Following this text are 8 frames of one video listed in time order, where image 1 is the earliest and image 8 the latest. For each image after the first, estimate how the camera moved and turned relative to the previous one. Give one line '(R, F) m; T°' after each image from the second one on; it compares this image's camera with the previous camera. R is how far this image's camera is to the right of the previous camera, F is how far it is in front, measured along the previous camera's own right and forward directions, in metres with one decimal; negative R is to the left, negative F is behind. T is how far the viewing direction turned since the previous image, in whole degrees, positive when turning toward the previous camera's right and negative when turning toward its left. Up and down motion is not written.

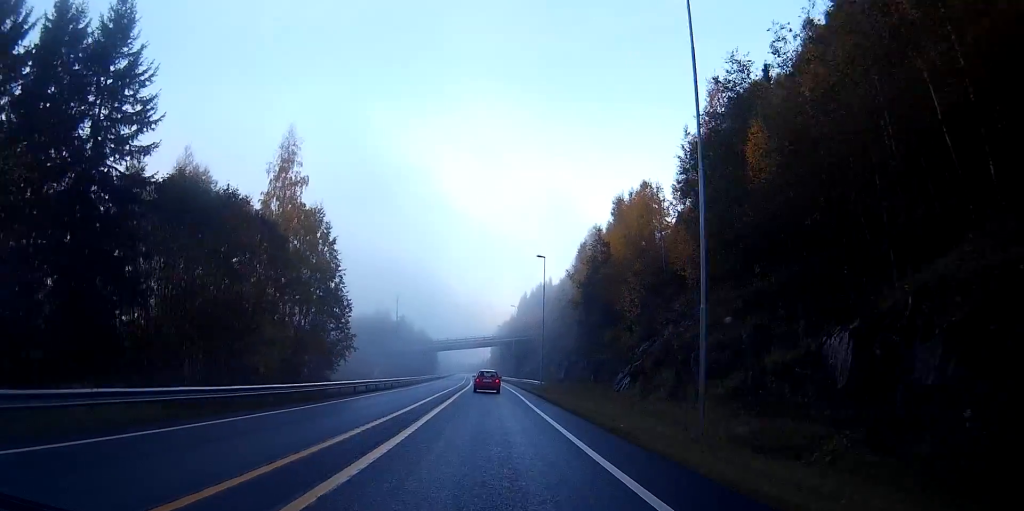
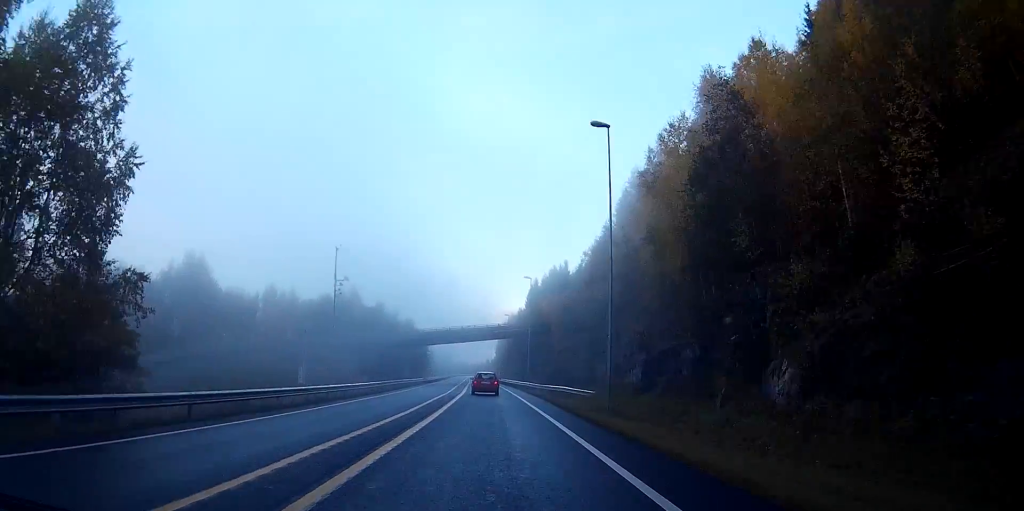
(0.0, +35.5) m; 0°
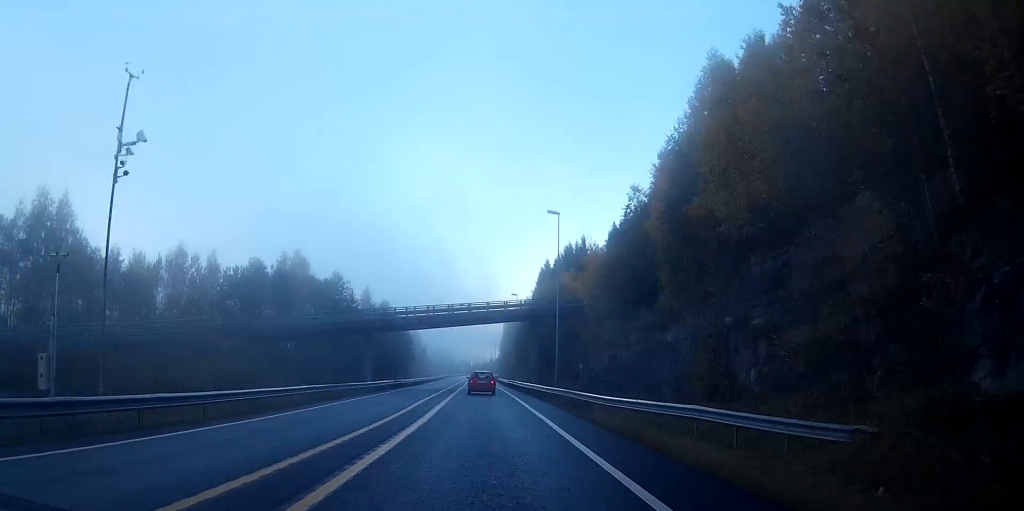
(-0.1, +31.0) m; -1°
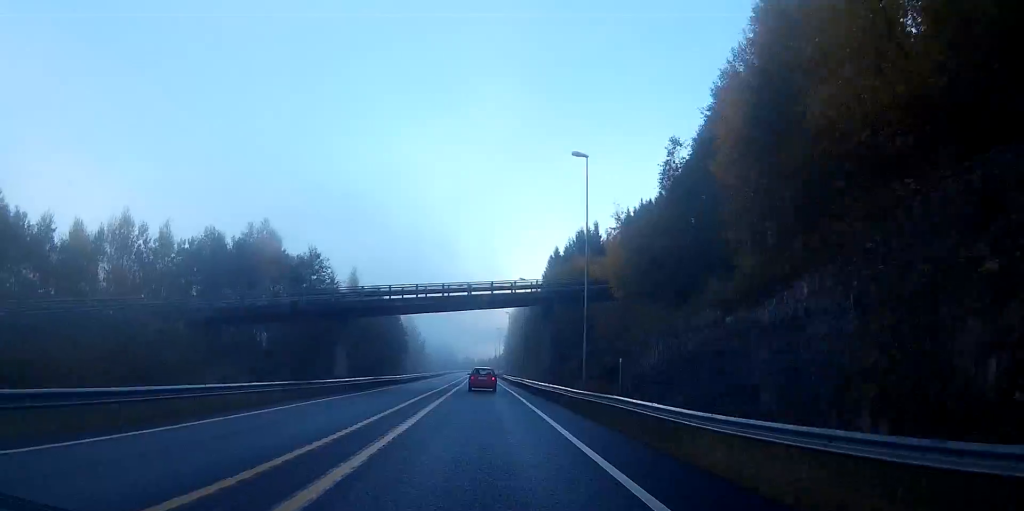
(0.0, +12.2) m; 0°
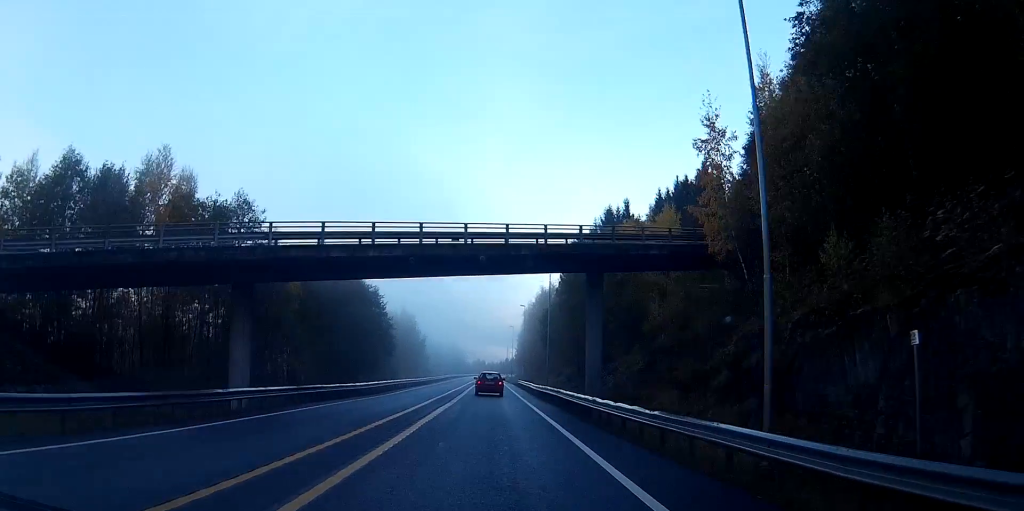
(-0.1, +22.3) m; 0°
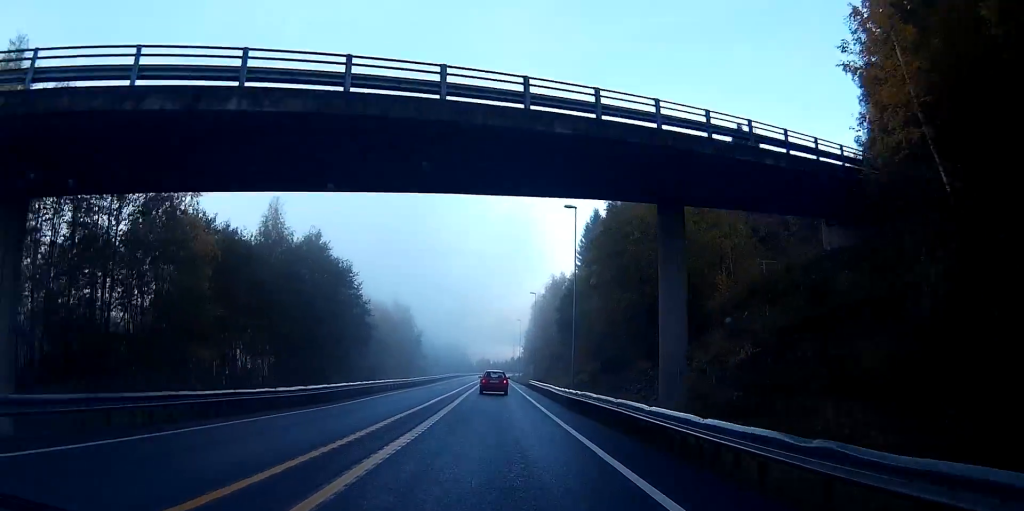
(0.0, +15.8) m; 0°
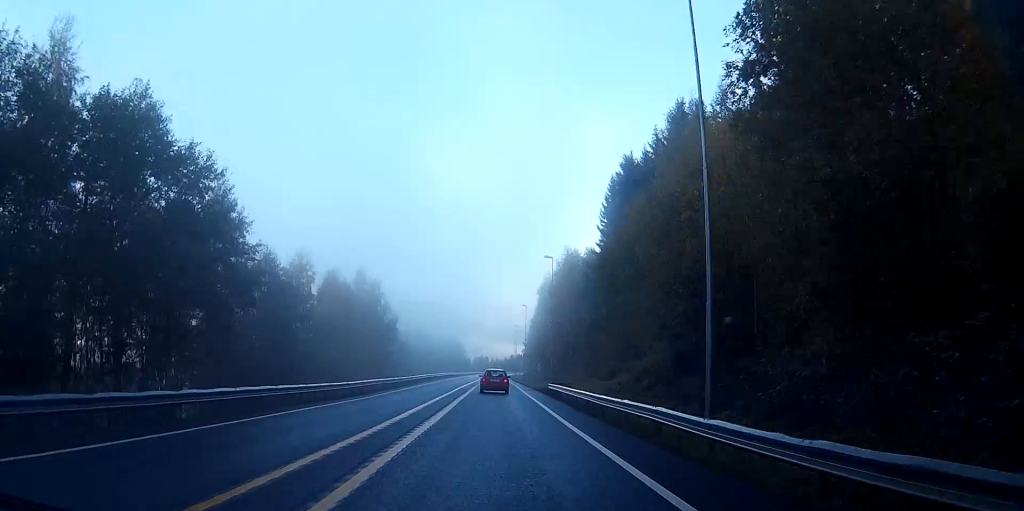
(-0.1, +28.6) m; 0°
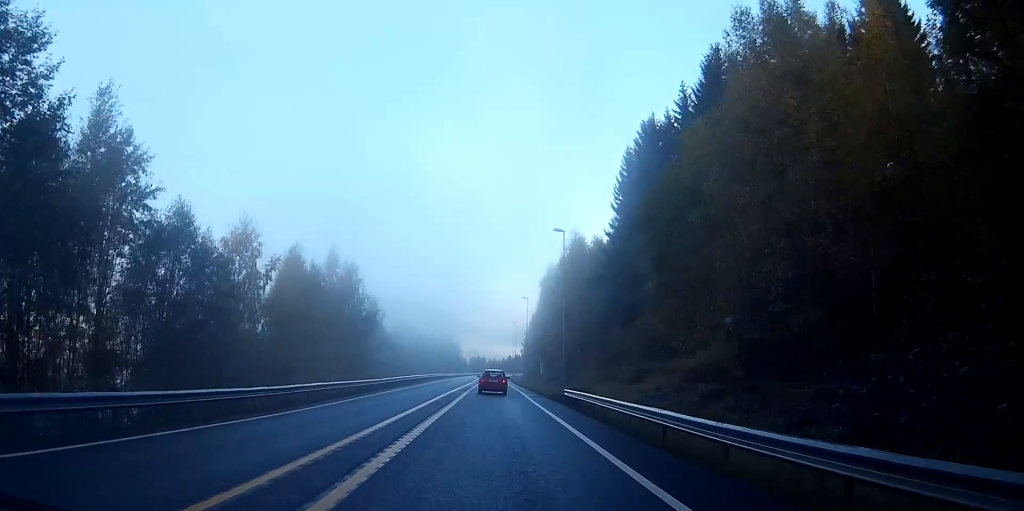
(0.0, +12.8) m; 0°
